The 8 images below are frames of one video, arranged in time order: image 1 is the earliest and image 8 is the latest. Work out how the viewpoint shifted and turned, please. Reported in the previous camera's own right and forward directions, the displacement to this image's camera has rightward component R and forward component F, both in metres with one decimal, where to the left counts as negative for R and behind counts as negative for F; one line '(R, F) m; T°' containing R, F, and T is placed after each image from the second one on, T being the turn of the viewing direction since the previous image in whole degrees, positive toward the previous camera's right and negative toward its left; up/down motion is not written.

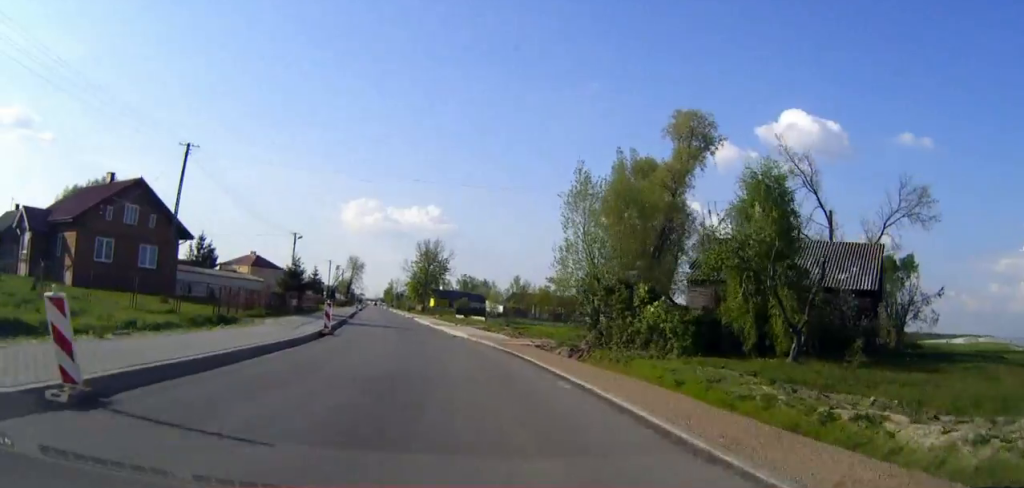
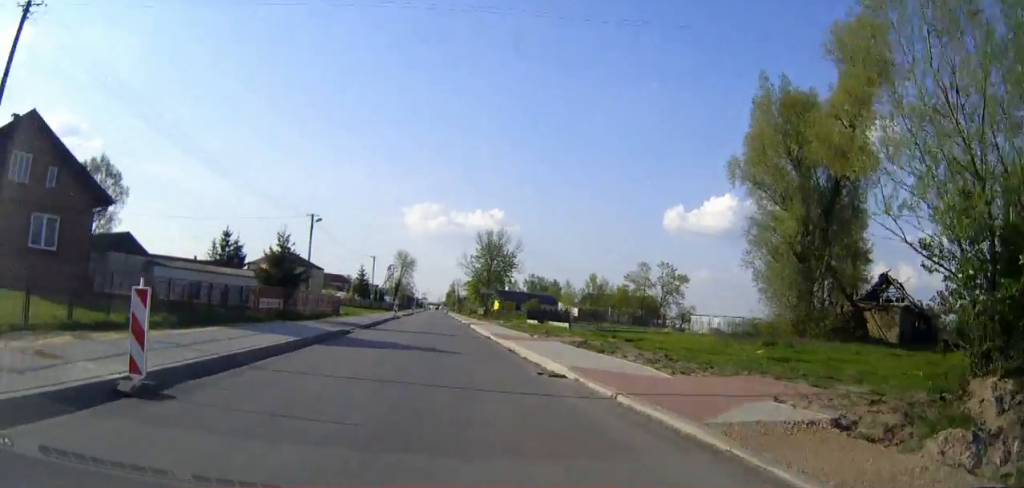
(-0.7, +20.9) m; -5°
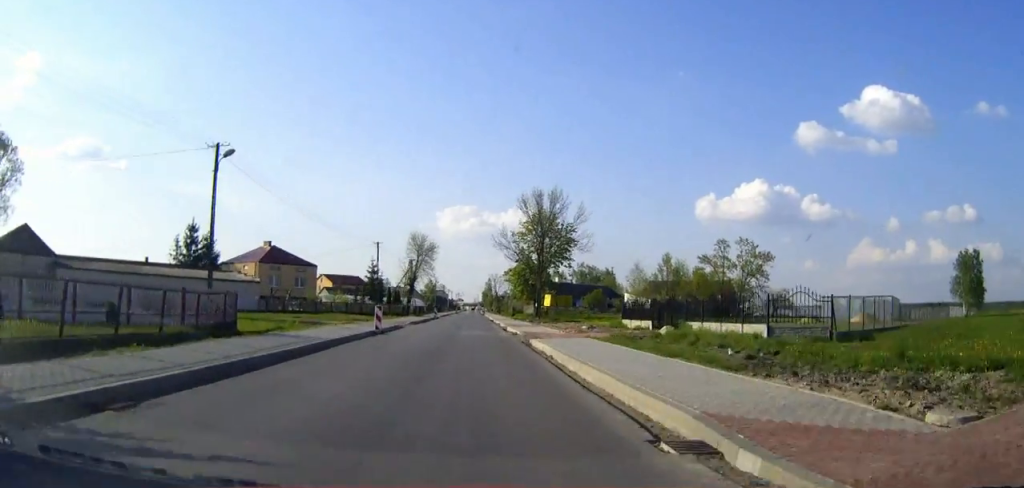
(-1.6, +31.5) m; -4°
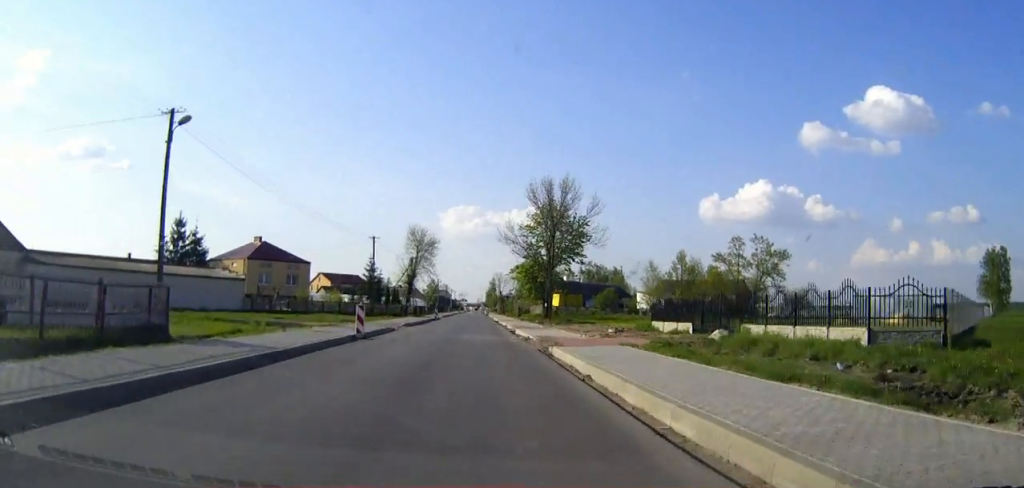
(0.0, +6.2) m; 0°
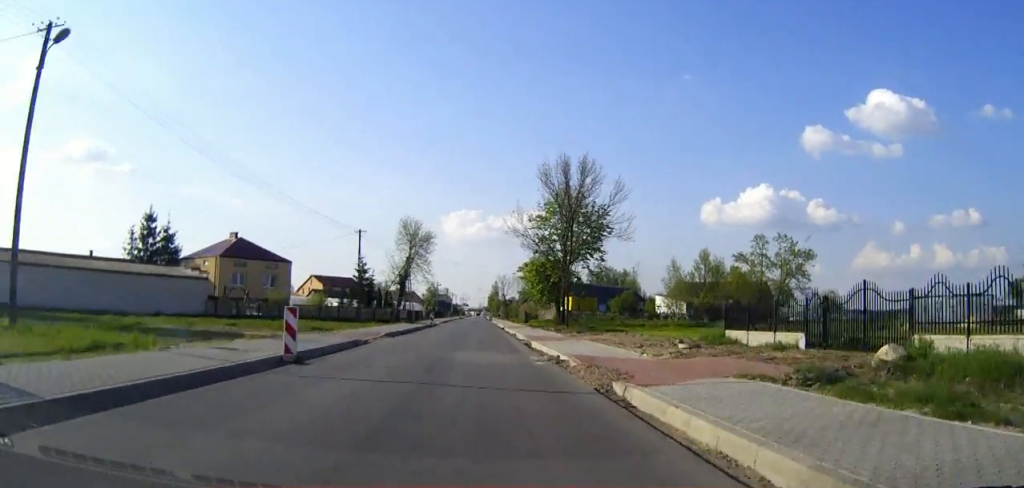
(-0.1, +10.4) m; 0°
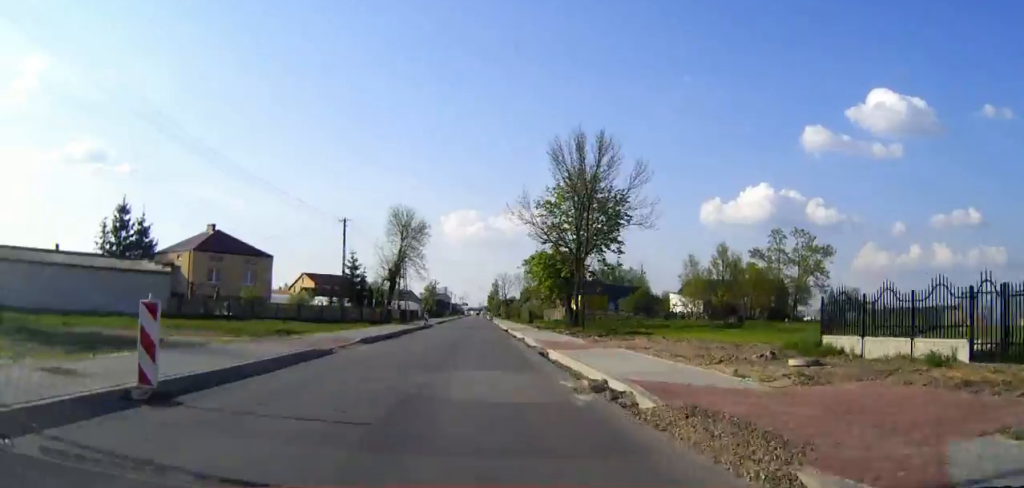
(0.0, +7.5) m; 0°
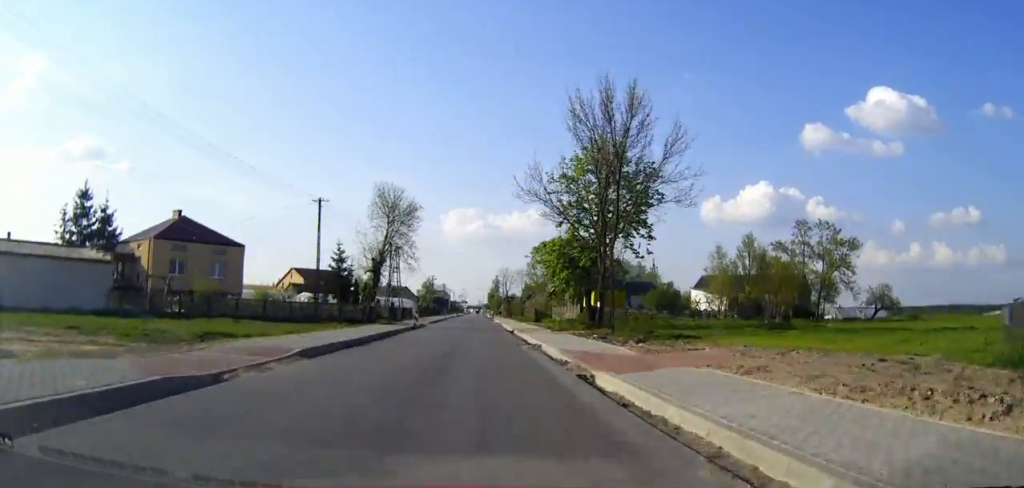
(0.0, +9.4) m; 0°
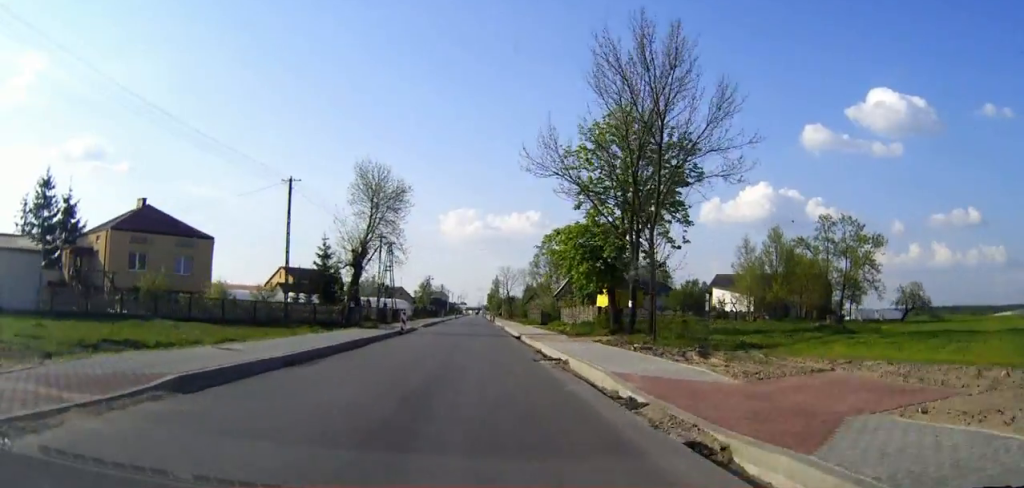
(0.0, +7.9) m; 0°
